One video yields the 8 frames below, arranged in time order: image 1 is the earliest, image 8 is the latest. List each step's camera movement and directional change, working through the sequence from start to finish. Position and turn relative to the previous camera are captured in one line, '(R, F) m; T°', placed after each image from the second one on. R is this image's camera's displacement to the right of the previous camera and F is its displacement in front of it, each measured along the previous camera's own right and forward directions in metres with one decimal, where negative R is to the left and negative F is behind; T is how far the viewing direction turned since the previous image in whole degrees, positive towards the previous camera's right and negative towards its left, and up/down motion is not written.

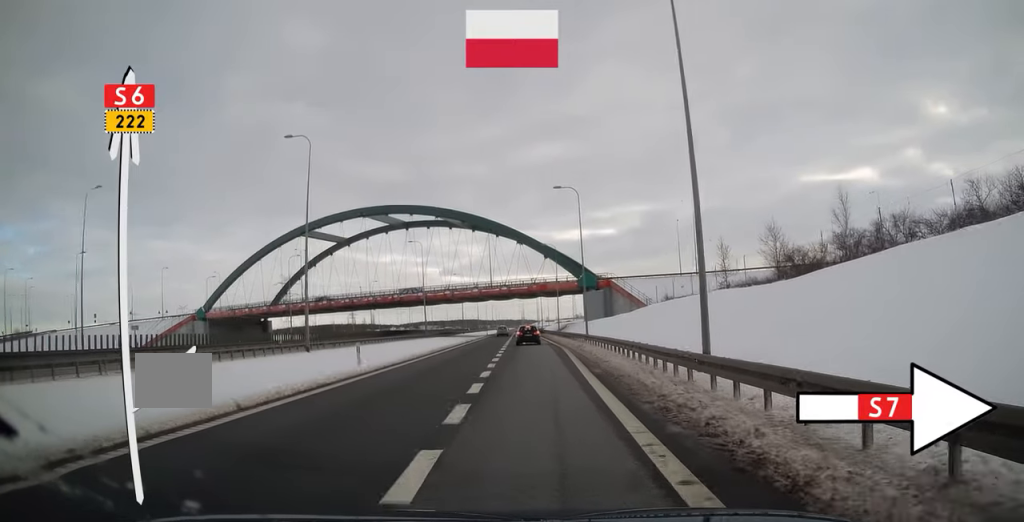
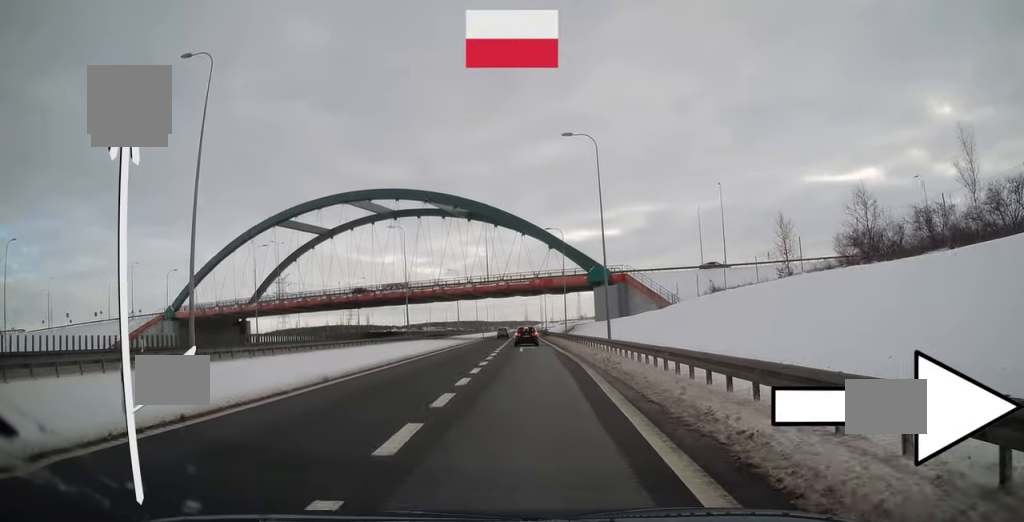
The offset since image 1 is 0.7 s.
(-0.1, +14.1) m; 0°
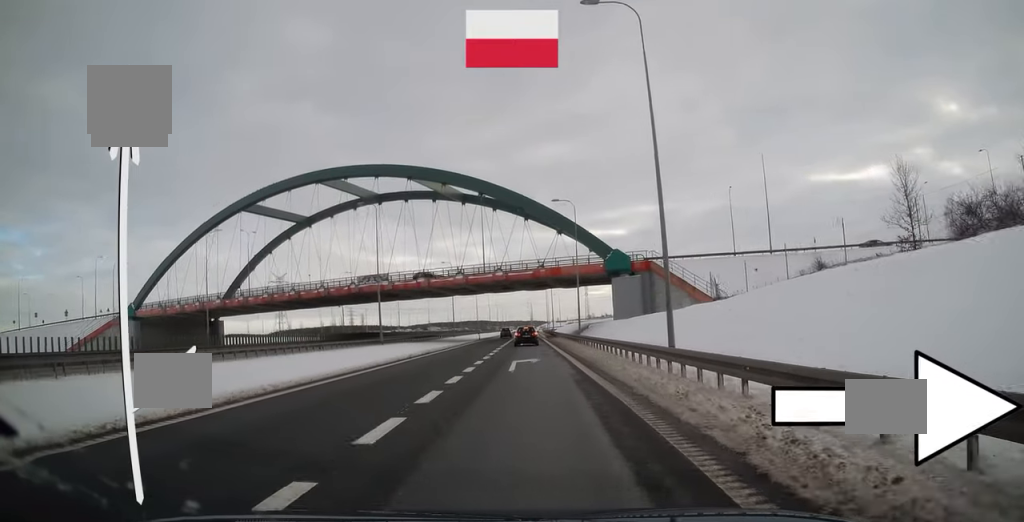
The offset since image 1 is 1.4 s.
(0.0, +15.5) m; 0°
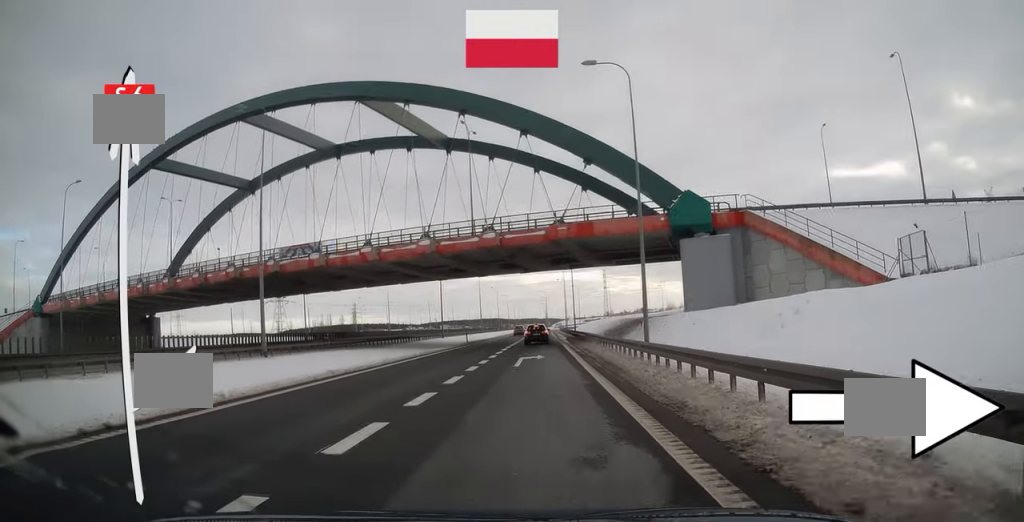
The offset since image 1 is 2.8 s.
(-0.3, +28.7) m; -1°
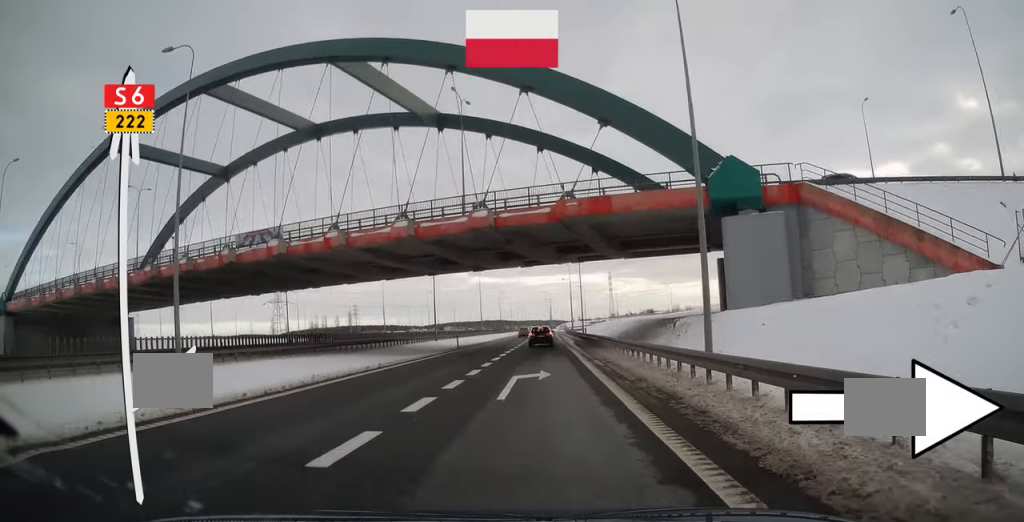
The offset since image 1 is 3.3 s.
(-0.1, +8.7) m; 0°
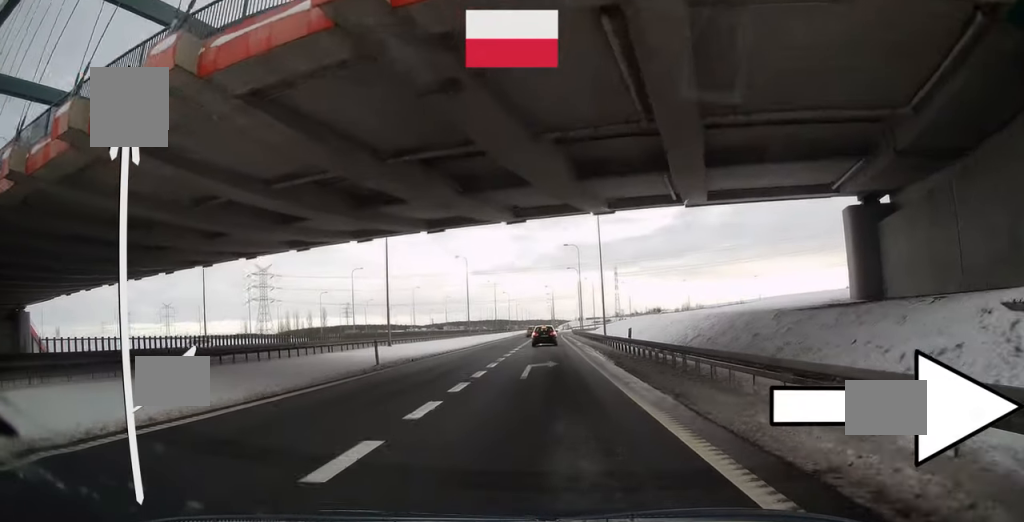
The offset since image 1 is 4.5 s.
(-0.2, +24.6) m; -1°
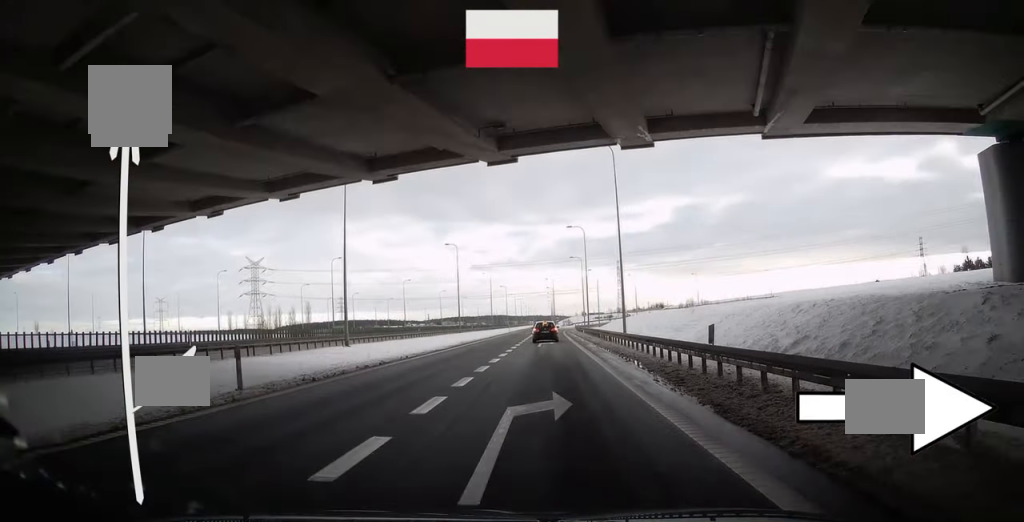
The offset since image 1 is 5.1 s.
(-0.1, +12.1) m; 0°
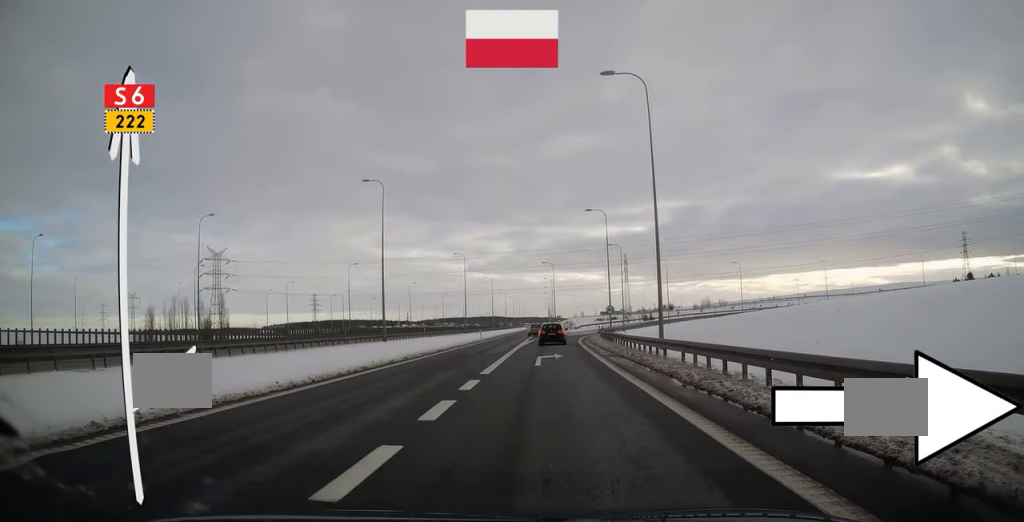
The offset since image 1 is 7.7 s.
(+0.4, +46.6) m; +2°
